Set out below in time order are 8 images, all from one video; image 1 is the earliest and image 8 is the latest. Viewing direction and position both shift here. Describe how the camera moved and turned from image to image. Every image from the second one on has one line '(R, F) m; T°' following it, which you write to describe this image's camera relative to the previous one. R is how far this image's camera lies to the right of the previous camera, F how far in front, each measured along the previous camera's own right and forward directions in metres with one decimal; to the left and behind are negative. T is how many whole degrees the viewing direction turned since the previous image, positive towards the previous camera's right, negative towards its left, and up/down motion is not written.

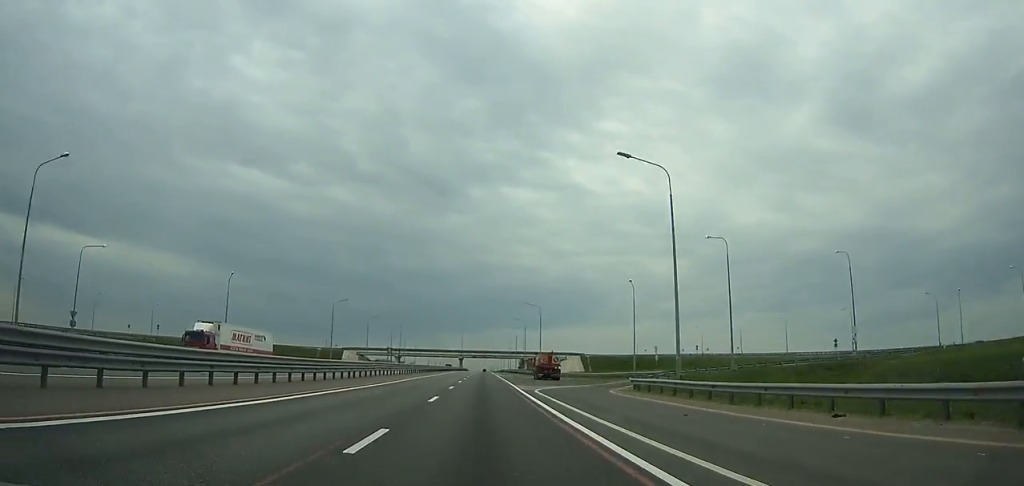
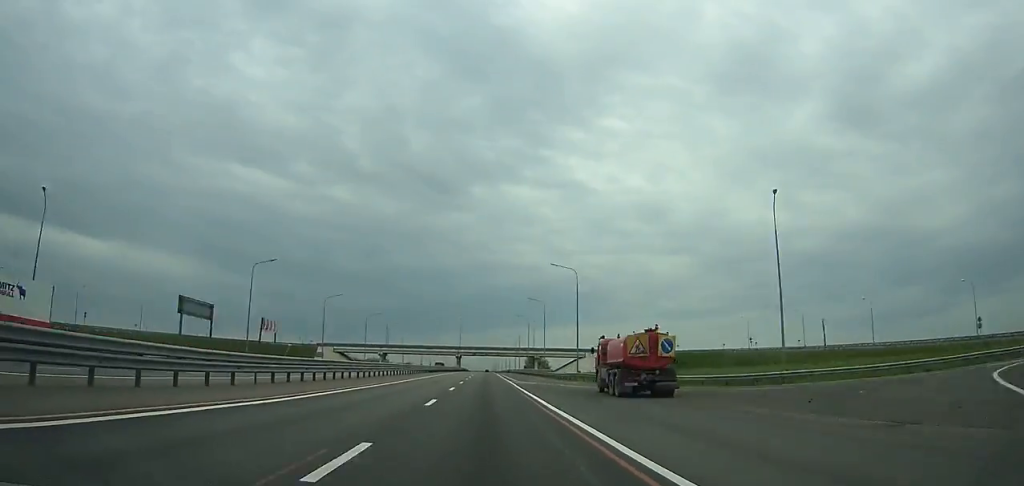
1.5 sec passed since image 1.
(+0.1, +37.8) m; 0°
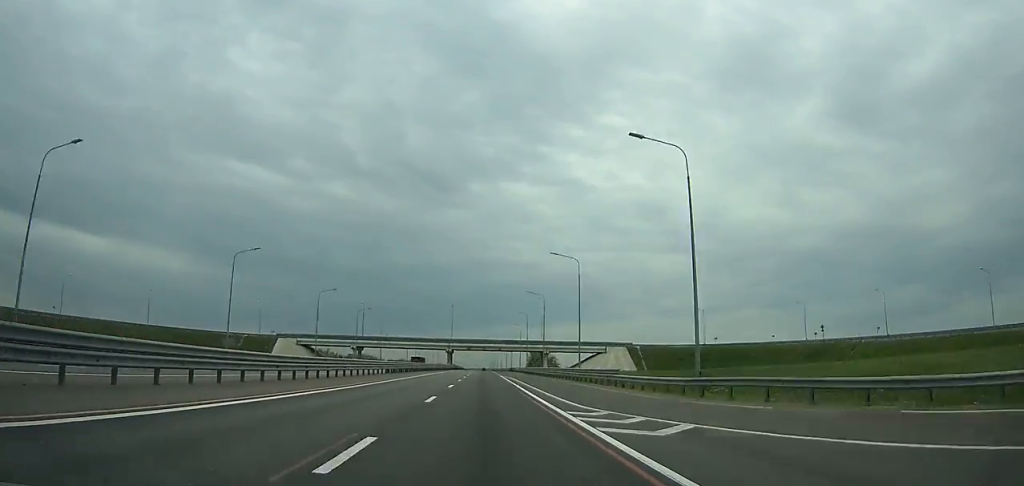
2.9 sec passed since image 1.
(0.0, +35.3) m; 0°
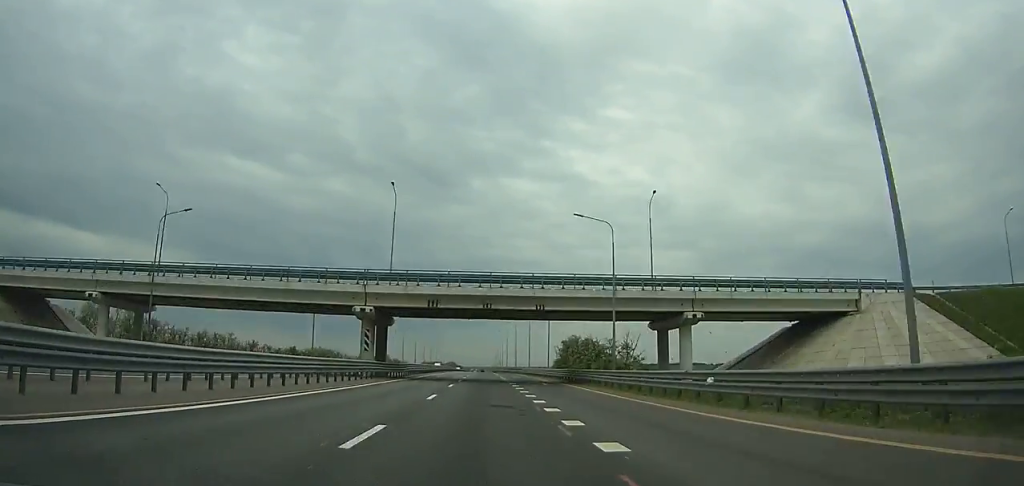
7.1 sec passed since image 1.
(+0.1, +105.5) m; 0°
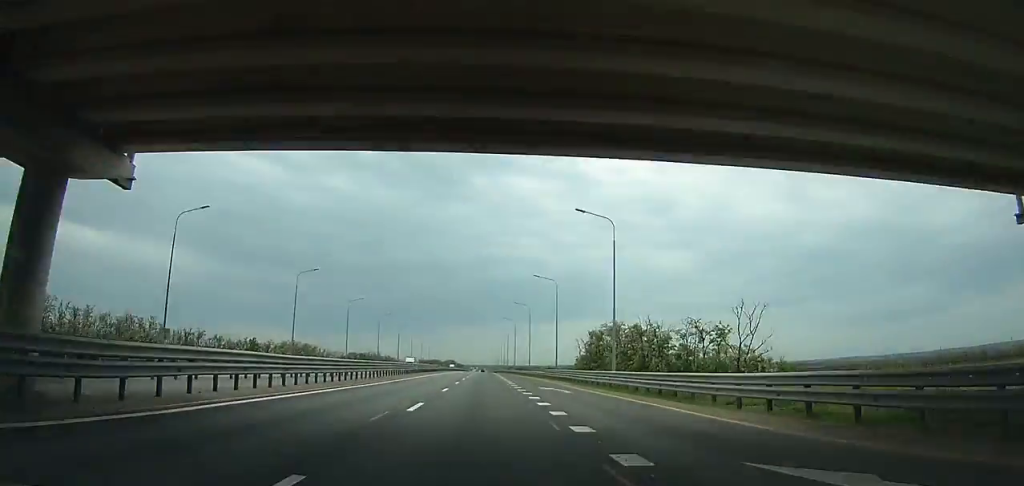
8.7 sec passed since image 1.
(0.0, +40.0) m; 0°
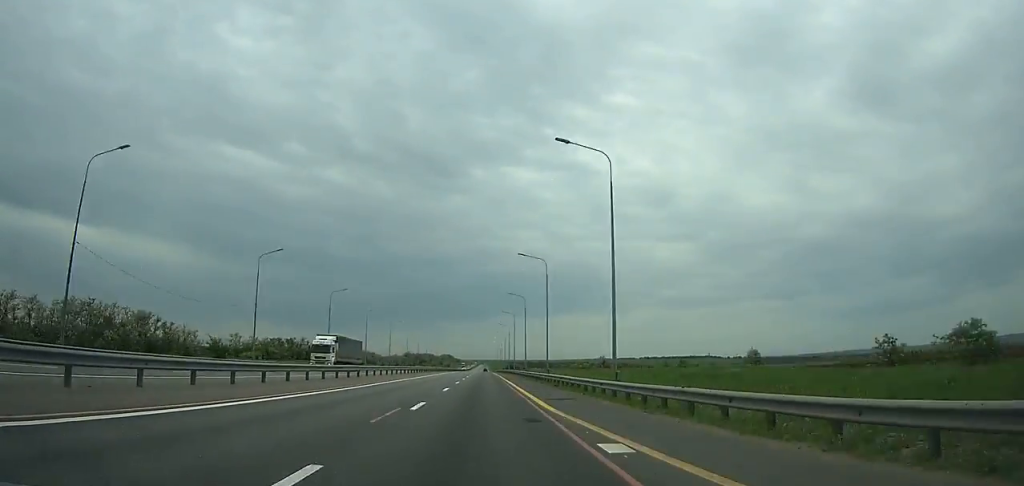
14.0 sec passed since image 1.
(-0.1, +131.8) m; 0°
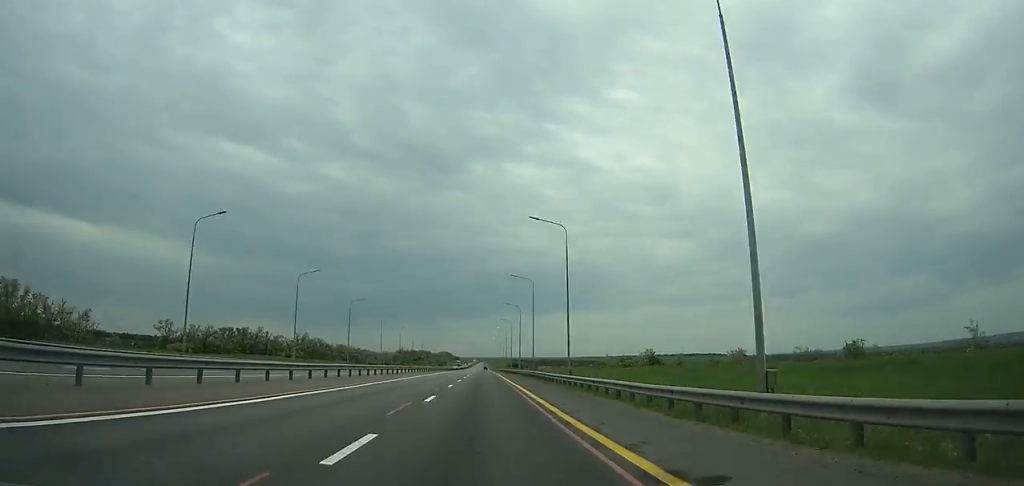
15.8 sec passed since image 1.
(0.0, +44.8) m; 0°
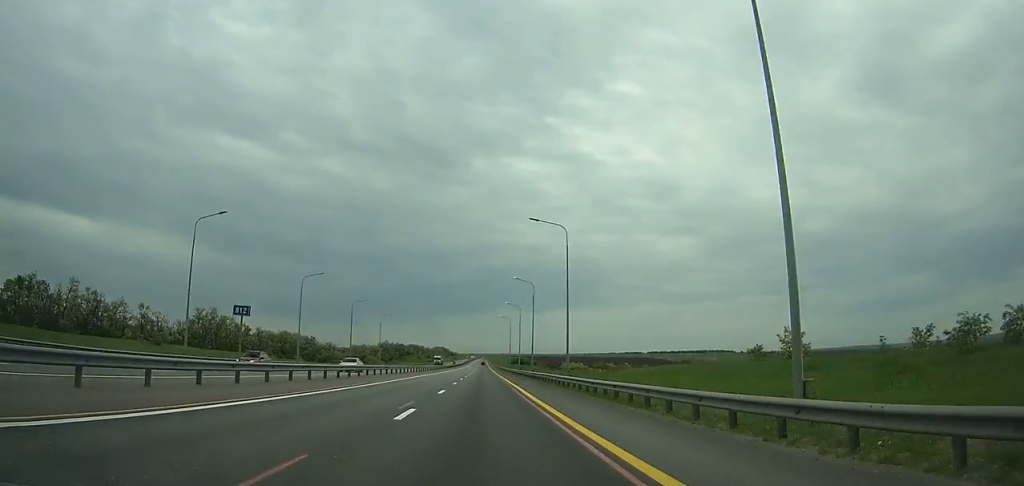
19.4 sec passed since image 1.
(0.0, +89.9) m; 0°
